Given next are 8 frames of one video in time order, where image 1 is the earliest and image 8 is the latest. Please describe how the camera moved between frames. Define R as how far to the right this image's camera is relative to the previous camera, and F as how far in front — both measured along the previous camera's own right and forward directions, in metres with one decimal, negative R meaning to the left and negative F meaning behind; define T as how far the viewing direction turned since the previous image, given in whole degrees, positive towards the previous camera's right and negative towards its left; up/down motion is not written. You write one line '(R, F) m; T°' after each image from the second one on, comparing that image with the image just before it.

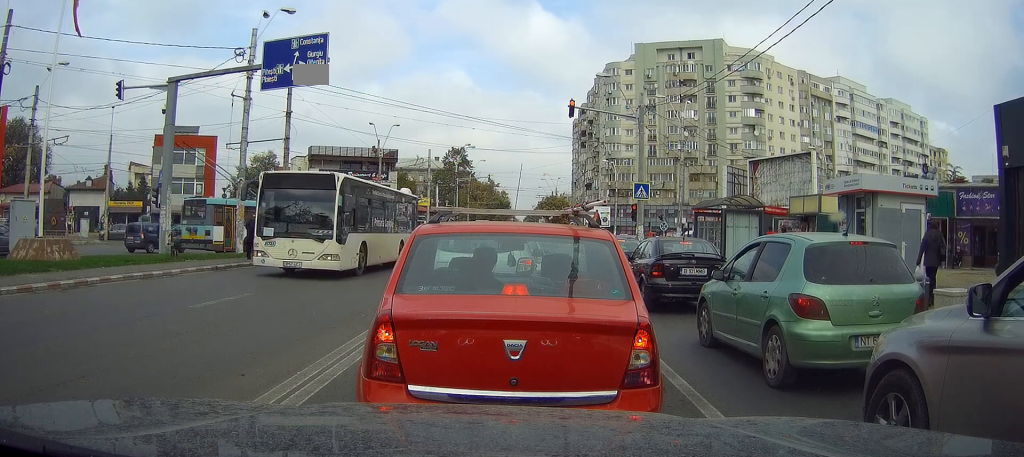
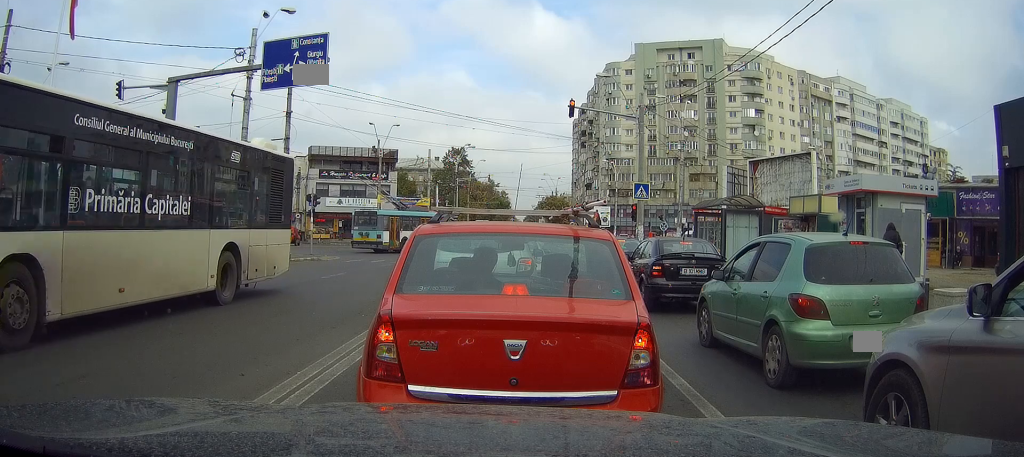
(0.0, 0.0) m; 0°
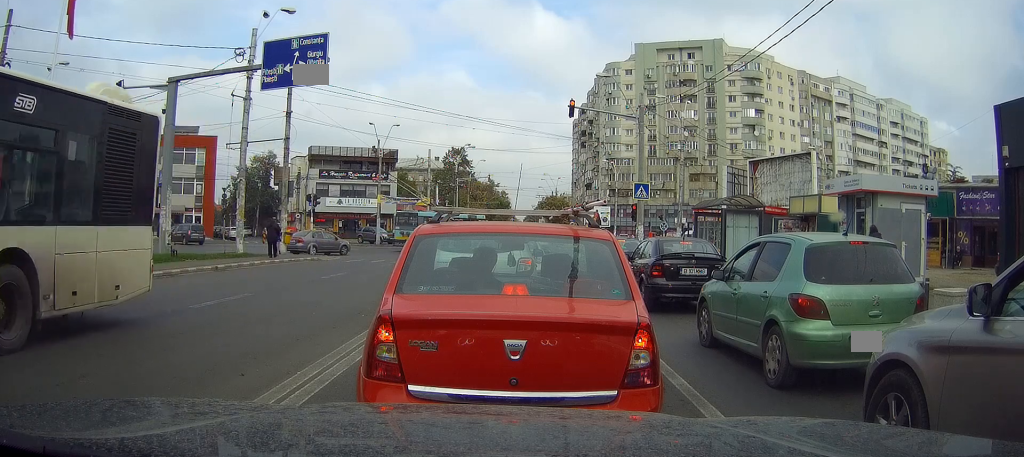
(0.0, 0.0) m; 0°
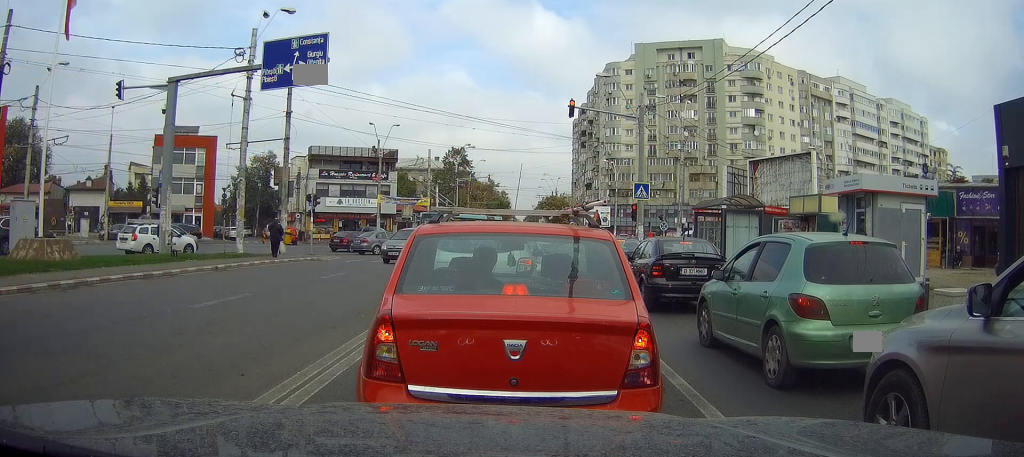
(0.0, 0.0) m; 0°
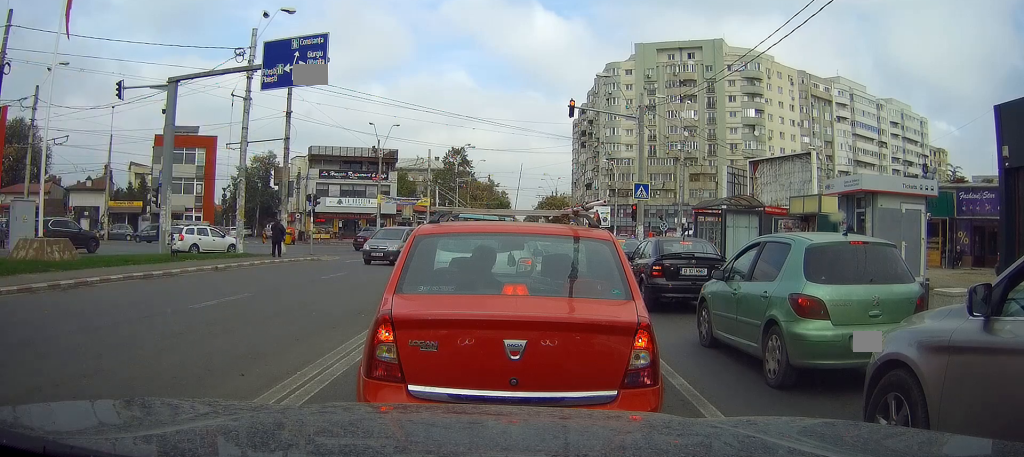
(0.0, 0.0) m; 0°
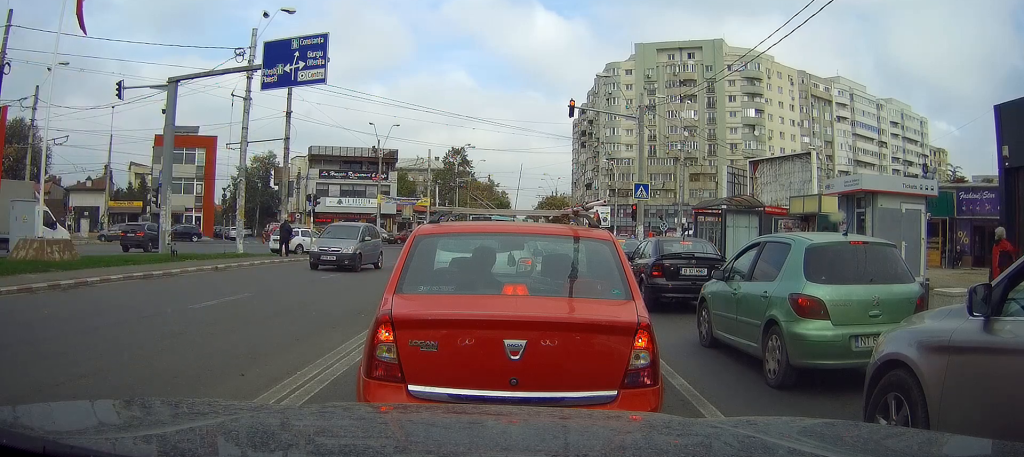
(0.0, 0.0) m; 0°
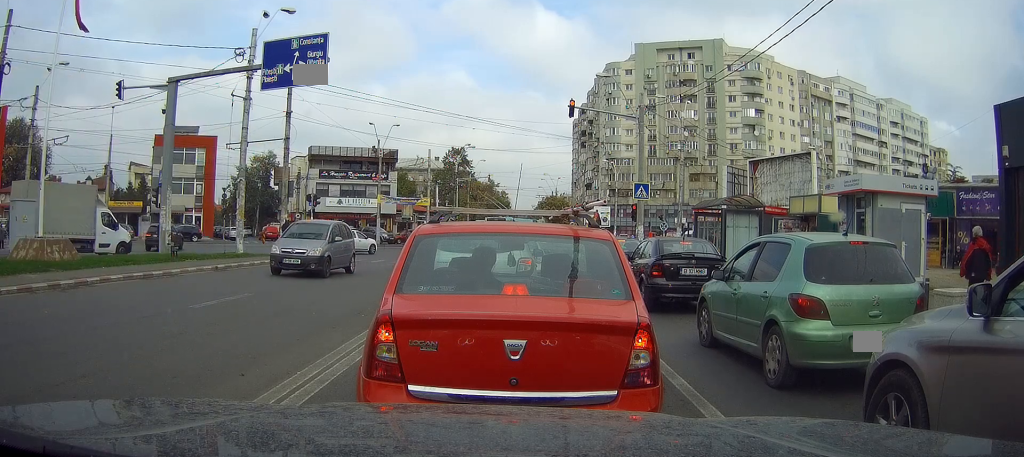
(0.0, 0.0) m; 0°
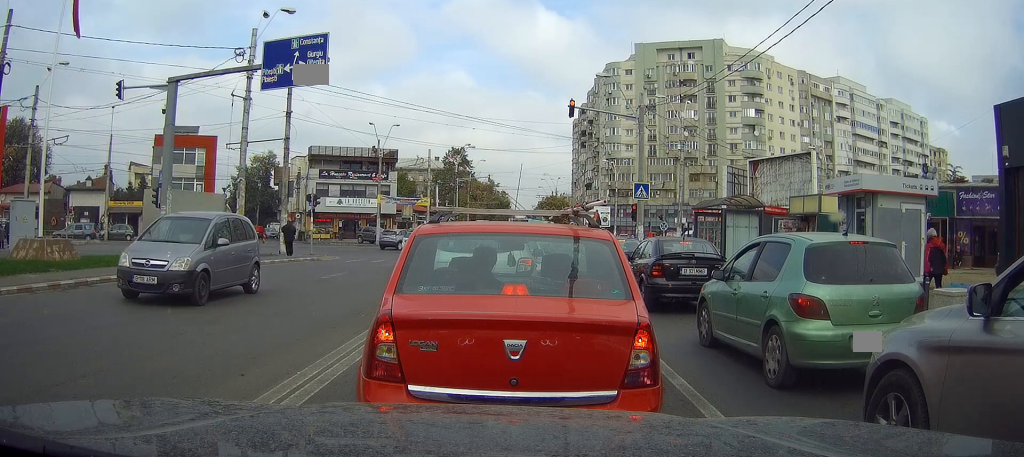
(0.0, 0.0) m; 0°
